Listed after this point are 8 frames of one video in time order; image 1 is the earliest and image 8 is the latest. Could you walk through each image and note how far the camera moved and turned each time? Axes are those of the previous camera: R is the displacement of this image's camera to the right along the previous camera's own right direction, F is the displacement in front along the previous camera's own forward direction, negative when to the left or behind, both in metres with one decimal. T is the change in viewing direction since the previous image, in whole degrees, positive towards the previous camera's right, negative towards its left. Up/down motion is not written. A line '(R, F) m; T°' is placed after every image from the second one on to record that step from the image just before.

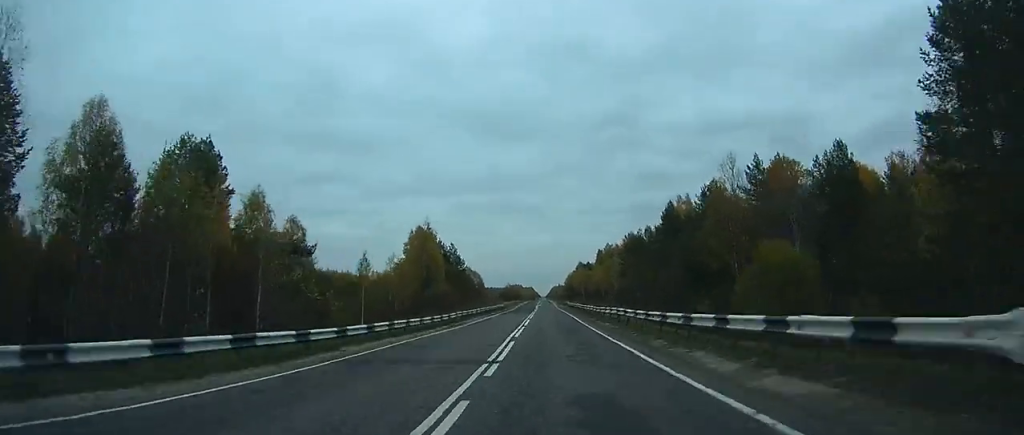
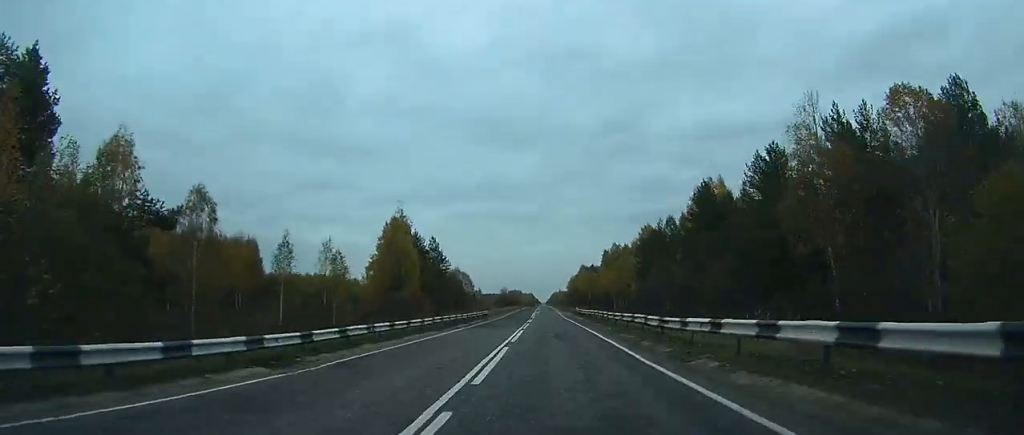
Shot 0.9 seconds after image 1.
(0.0, +25.6) m; 0°
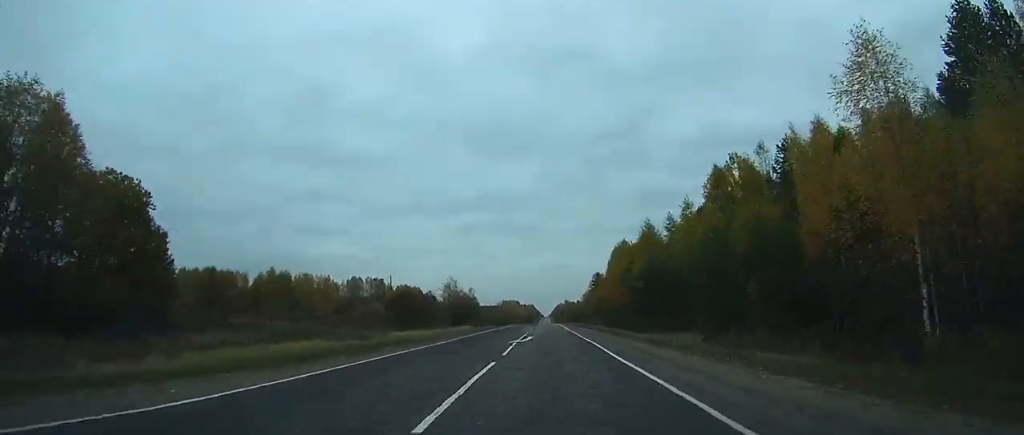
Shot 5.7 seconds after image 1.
(+0.8, +138.7) m; 0°
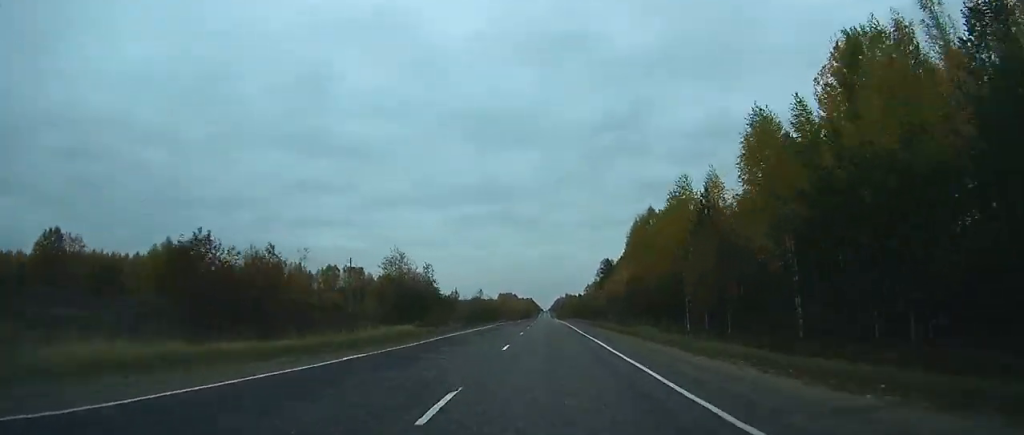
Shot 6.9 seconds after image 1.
(+0.1, +34.9) m; 0°
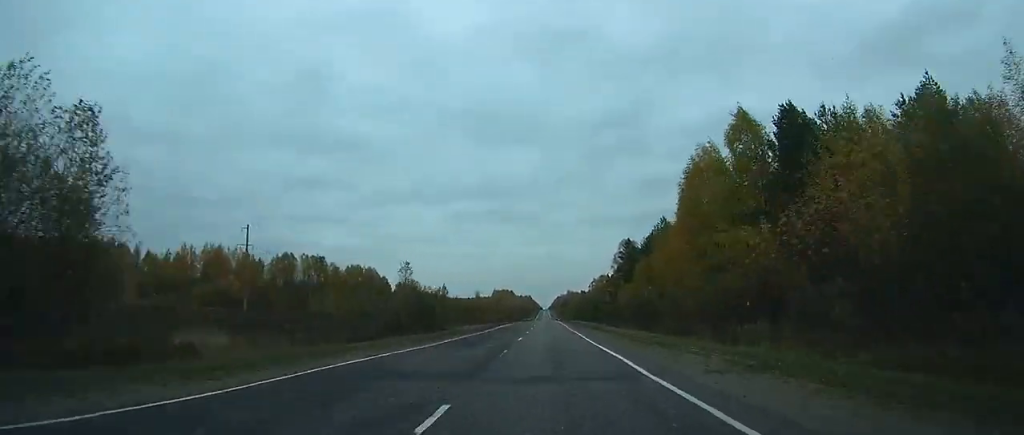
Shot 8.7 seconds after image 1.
(-0.1, +47.8) m; 0°
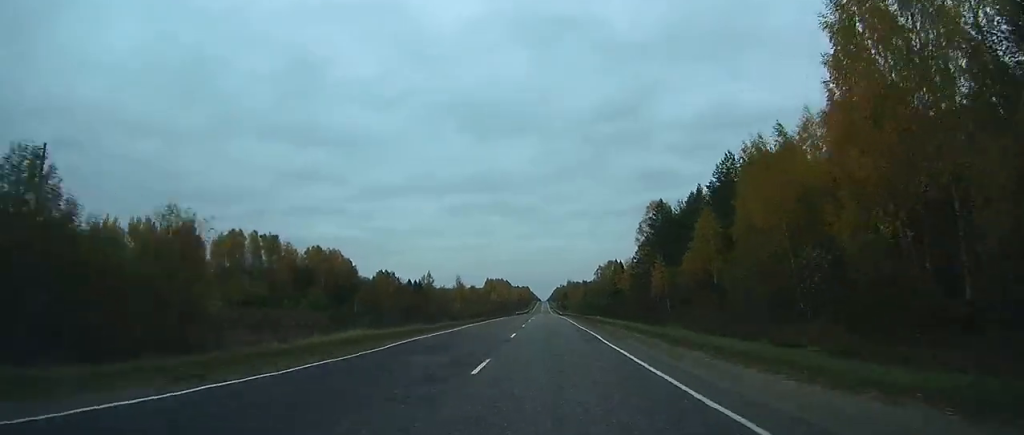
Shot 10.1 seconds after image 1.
(0.0, +43.0) m; 0°
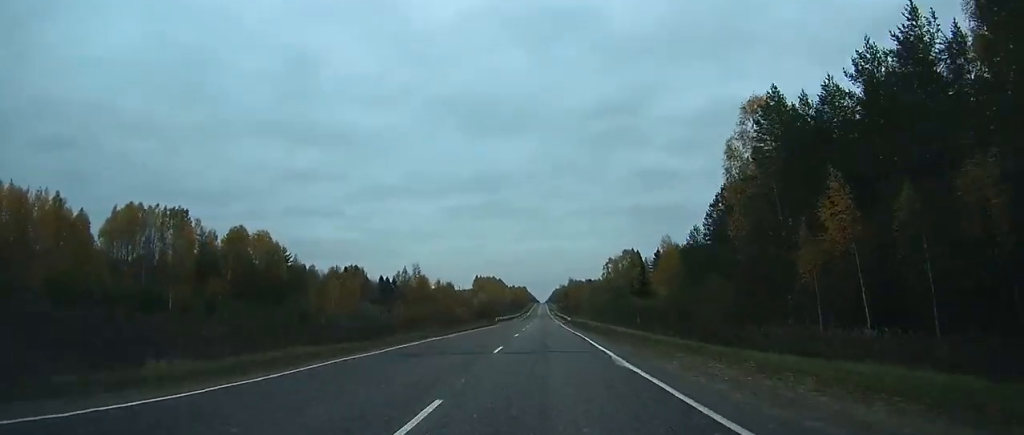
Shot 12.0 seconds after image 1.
(0.0, +56.3) m; 0°
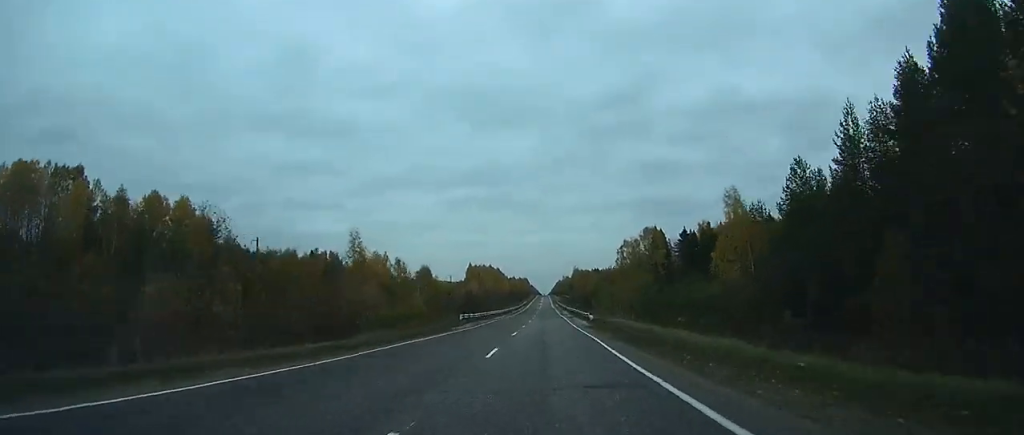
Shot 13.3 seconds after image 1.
(0.0, +40.0) m; 0°
